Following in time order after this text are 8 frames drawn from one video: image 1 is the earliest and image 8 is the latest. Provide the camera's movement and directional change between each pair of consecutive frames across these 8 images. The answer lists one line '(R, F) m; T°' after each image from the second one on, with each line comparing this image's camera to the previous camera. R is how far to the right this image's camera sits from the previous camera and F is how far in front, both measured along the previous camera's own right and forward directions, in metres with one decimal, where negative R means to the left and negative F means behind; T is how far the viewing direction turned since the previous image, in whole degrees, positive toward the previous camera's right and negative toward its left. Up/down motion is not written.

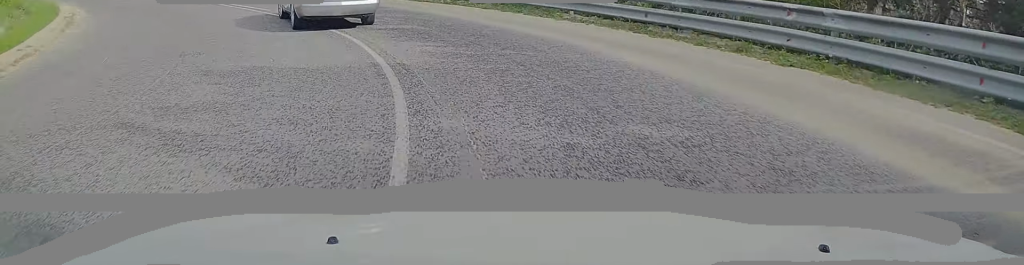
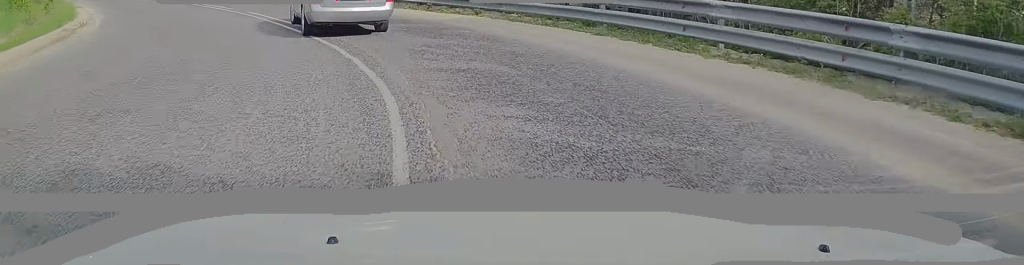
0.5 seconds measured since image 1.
(-0.4, +5.0) m; -9°
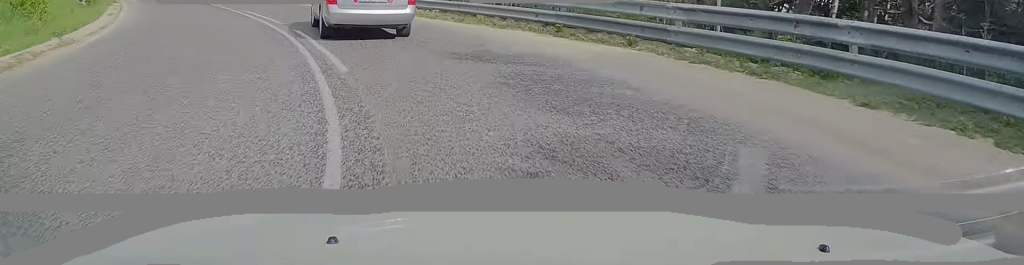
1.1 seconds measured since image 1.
(-0.6, +7.0) m; -13°
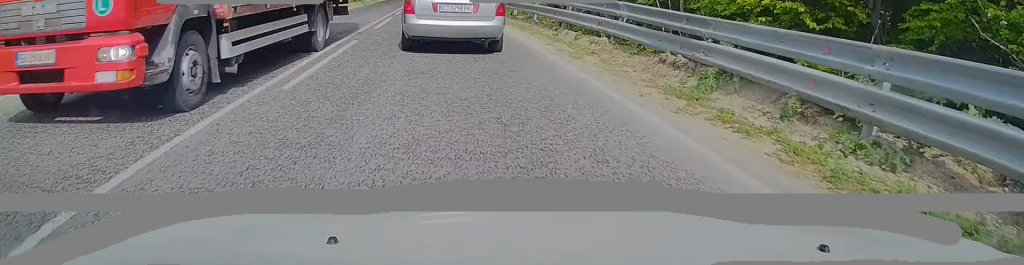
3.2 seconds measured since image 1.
(-6.1, +20.6) m; -28°
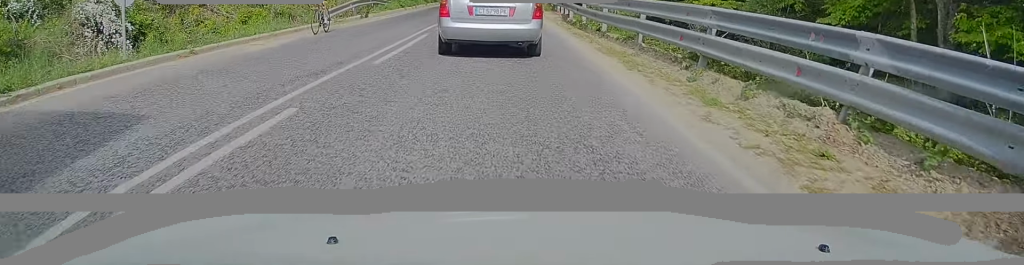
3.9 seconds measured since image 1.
(-0.7, +7.8) m; -4°
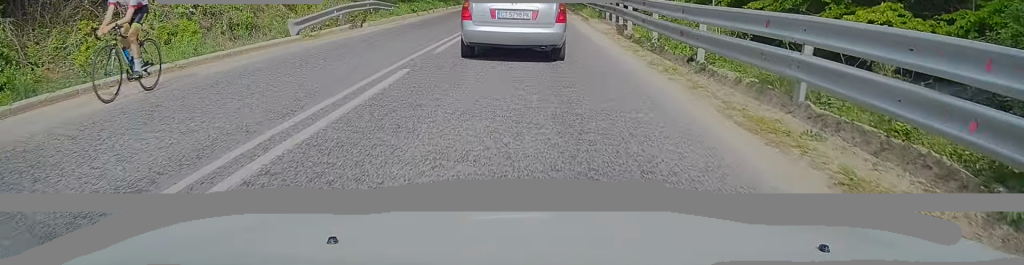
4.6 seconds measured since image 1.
(-0.2, +7.2) m; -3°
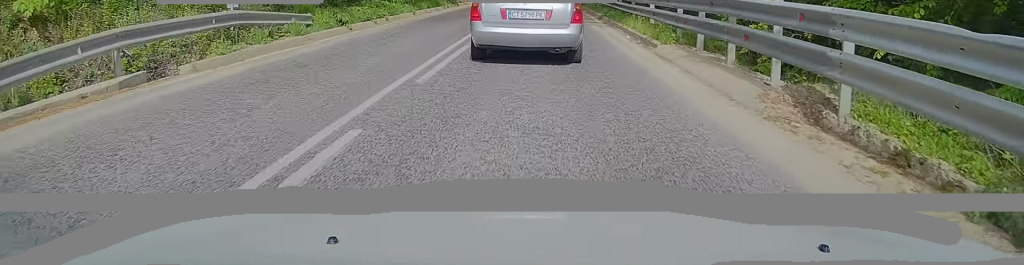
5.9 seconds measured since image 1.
(-0.4, +13.0) m; -1°
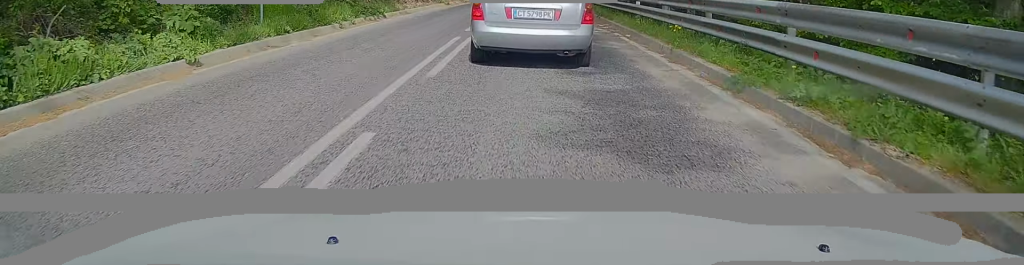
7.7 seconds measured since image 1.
(+0.9, +17.7) m; +5°
